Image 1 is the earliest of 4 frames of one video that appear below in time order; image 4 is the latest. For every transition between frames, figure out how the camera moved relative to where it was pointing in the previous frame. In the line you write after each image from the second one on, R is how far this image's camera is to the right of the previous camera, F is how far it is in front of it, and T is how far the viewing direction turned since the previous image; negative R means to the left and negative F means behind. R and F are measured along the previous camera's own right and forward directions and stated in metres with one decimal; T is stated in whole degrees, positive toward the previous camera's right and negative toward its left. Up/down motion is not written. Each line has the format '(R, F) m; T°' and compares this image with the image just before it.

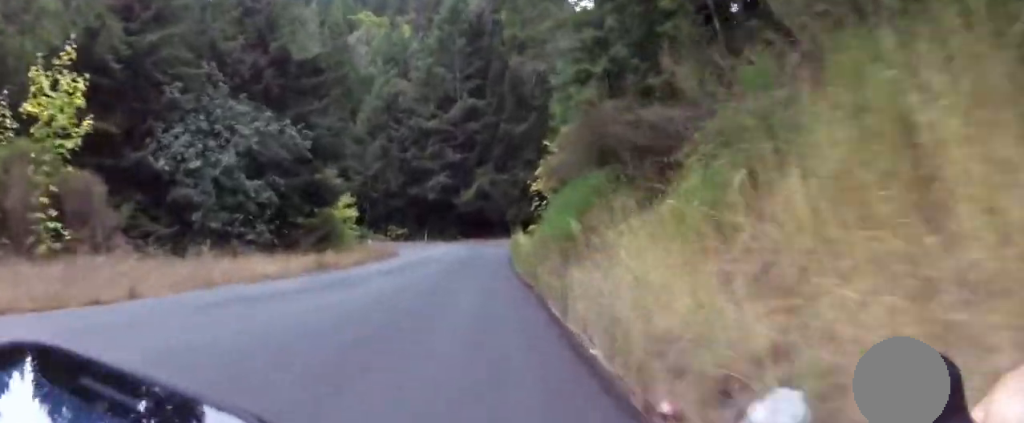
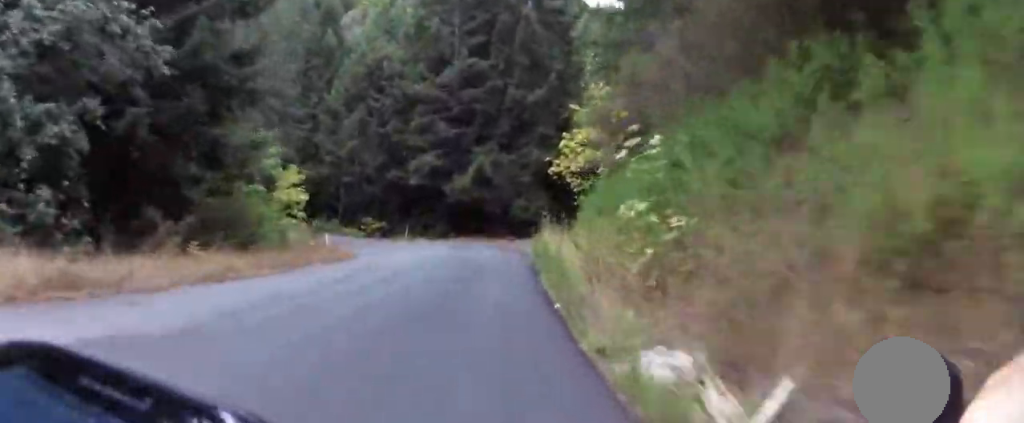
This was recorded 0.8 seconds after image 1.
(-0.4, +11.5) m; -8°
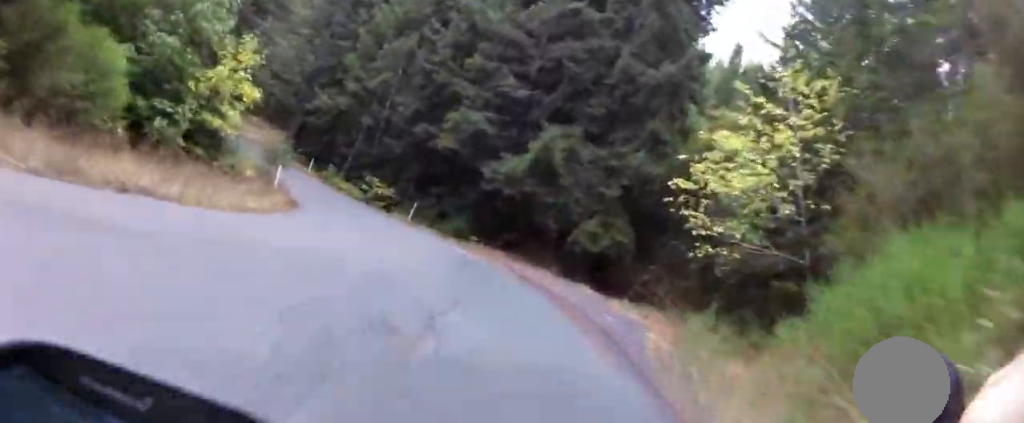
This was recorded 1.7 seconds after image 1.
(-1.5, +12.1) m; -18°
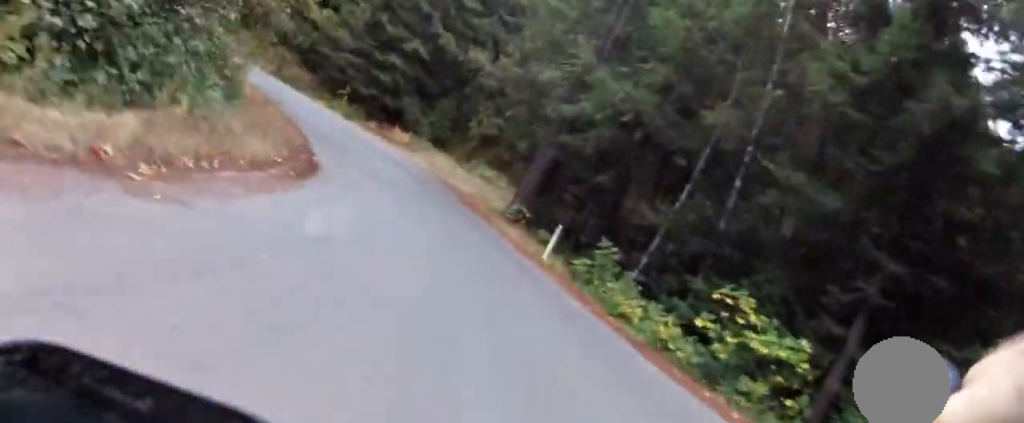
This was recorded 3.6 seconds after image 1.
(-7.4, +19.1) m; -33°
